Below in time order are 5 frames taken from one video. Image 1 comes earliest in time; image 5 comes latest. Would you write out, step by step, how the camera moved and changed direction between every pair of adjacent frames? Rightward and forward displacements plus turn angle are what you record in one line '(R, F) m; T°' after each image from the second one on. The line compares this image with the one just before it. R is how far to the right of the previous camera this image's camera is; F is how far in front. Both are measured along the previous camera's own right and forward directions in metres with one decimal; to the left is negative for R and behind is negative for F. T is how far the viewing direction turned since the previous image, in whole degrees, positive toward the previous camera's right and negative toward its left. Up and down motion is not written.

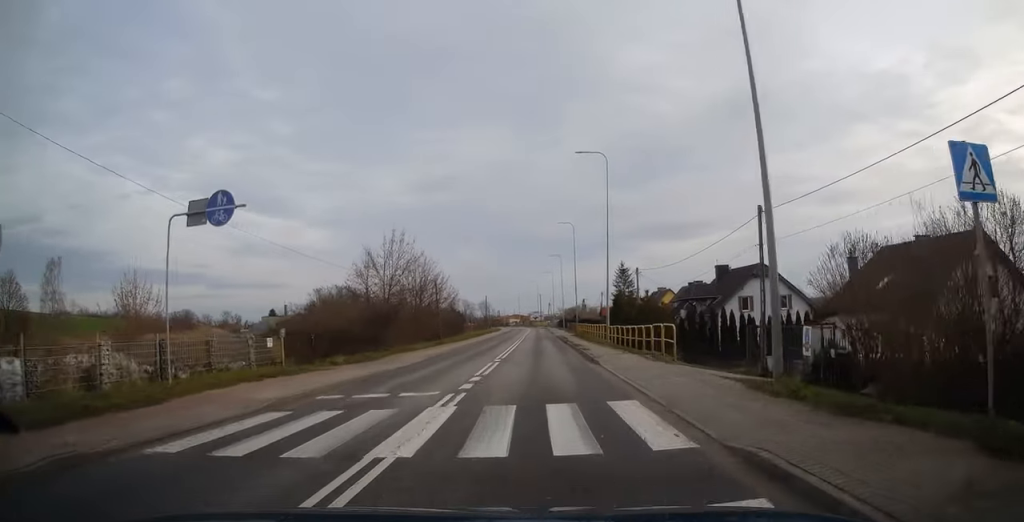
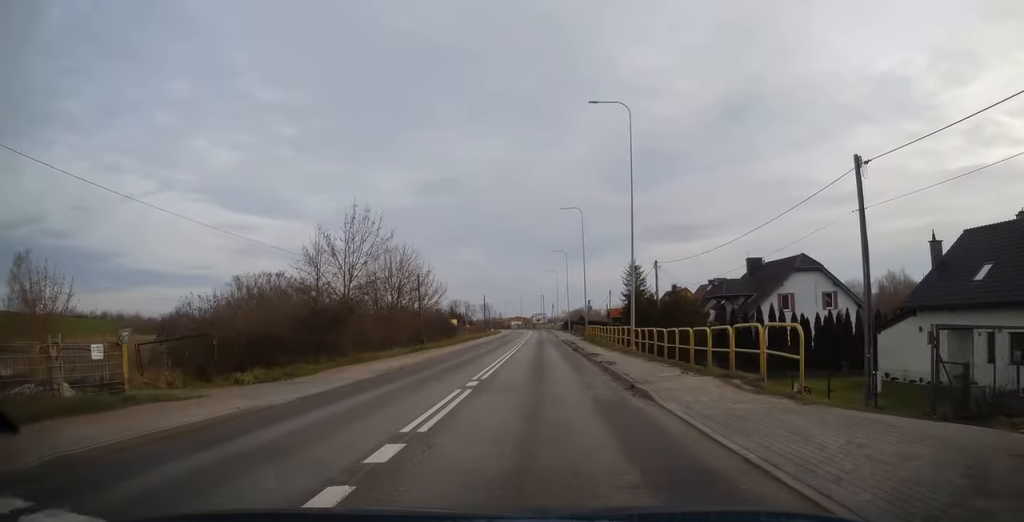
(0.0, +9.3) m; 0°
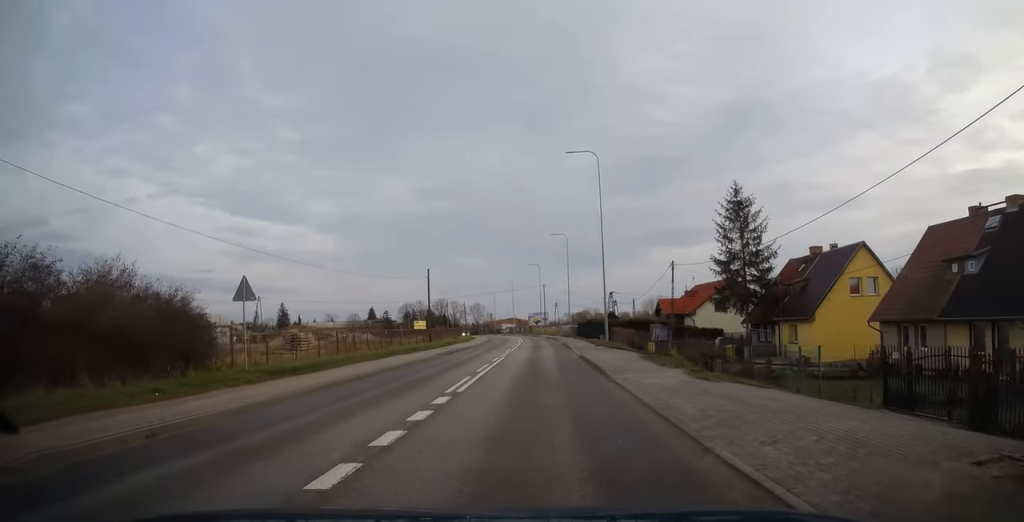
(-0.1, +52.2) m; -1°
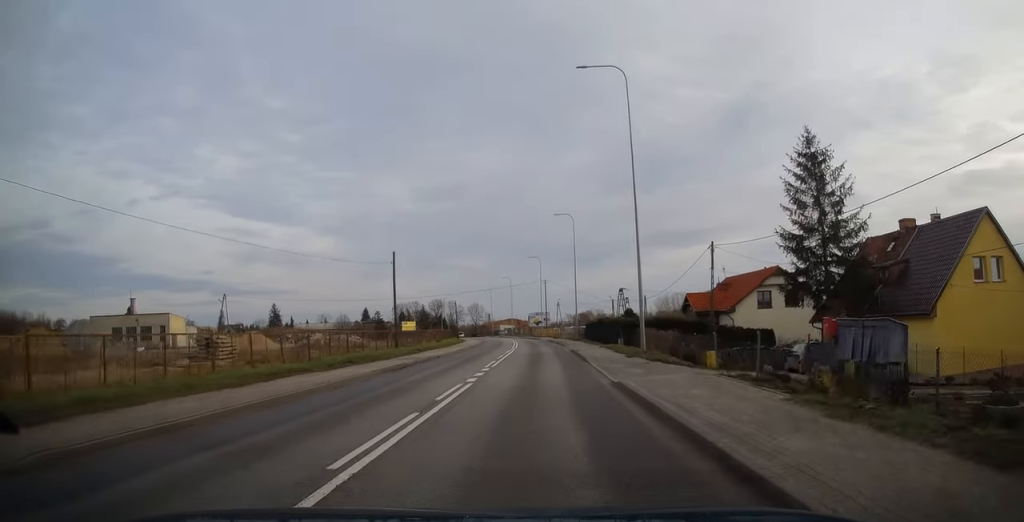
(-0.3, +13.1) m; 0°
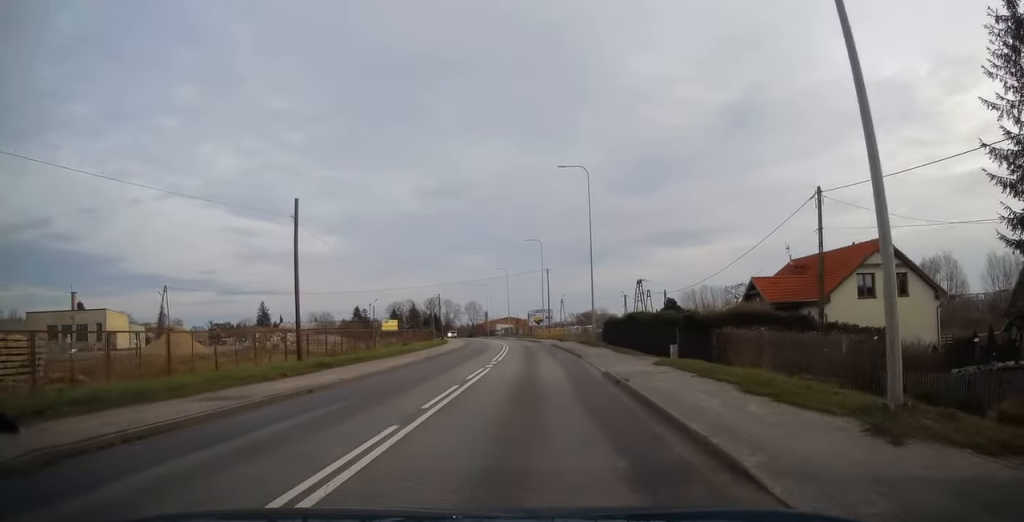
(+0.2, +17.4) m; +1°
